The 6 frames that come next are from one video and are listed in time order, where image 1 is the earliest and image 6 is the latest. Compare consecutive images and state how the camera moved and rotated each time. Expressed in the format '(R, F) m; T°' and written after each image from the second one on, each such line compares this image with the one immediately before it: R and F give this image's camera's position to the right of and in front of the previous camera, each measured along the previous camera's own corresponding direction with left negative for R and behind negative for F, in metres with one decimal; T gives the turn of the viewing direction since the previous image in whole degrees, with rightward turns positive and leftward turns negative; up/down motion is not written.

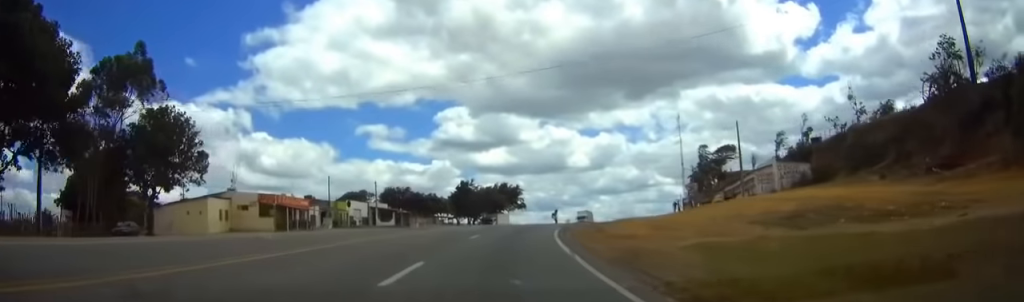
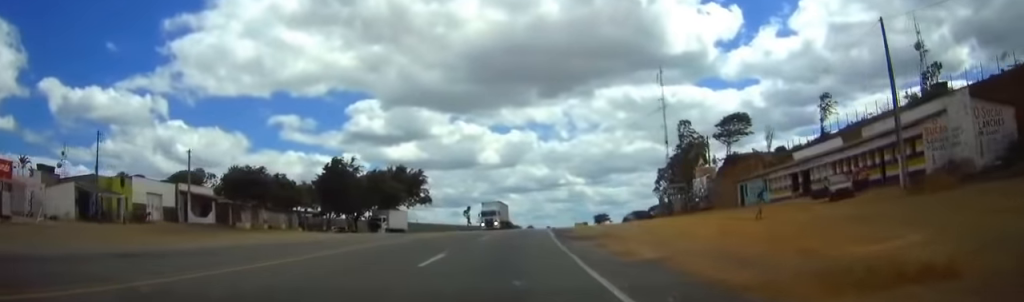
(+3.0, +45.4) m; +7°
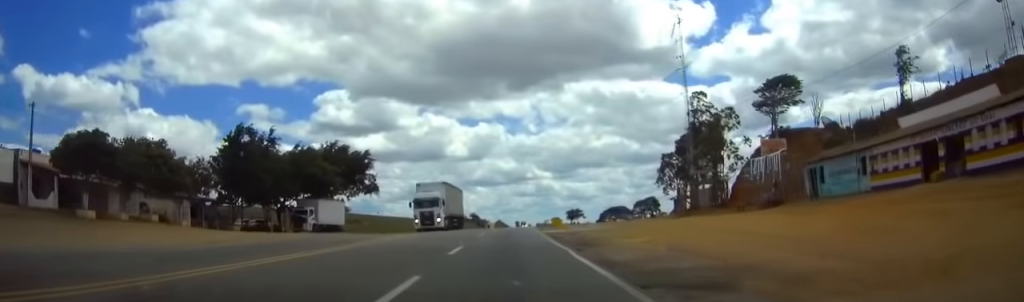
(+0.6, +23.6) m; +3°
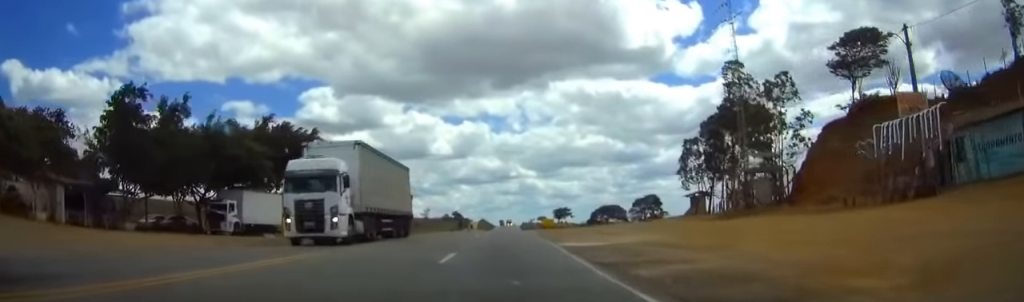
(+0.3, +18.8) m; +2°
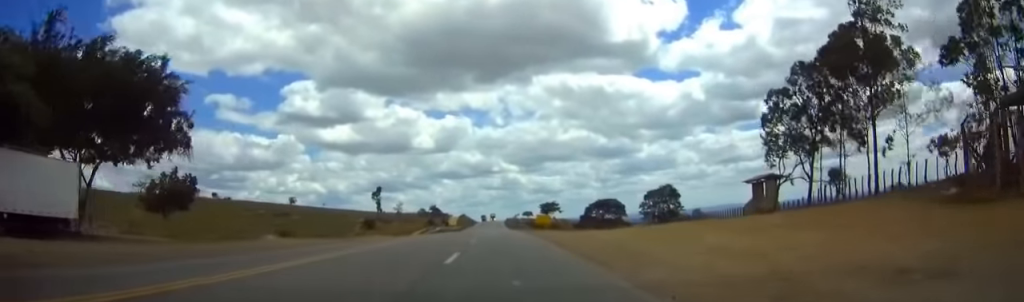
(+0.6, +30.4) m; +2°
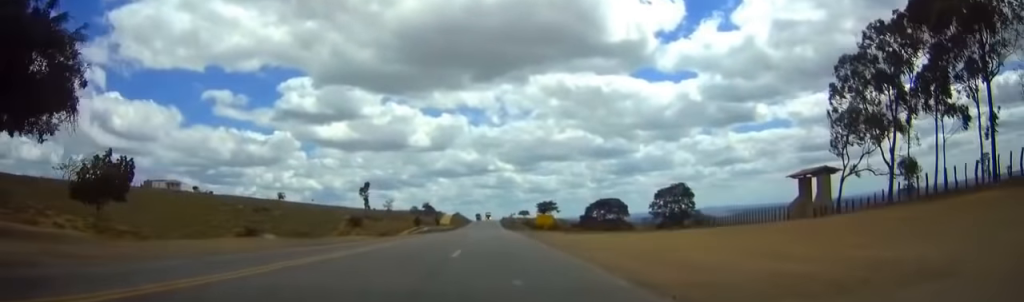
(0.0, +12.3) m; 0°
